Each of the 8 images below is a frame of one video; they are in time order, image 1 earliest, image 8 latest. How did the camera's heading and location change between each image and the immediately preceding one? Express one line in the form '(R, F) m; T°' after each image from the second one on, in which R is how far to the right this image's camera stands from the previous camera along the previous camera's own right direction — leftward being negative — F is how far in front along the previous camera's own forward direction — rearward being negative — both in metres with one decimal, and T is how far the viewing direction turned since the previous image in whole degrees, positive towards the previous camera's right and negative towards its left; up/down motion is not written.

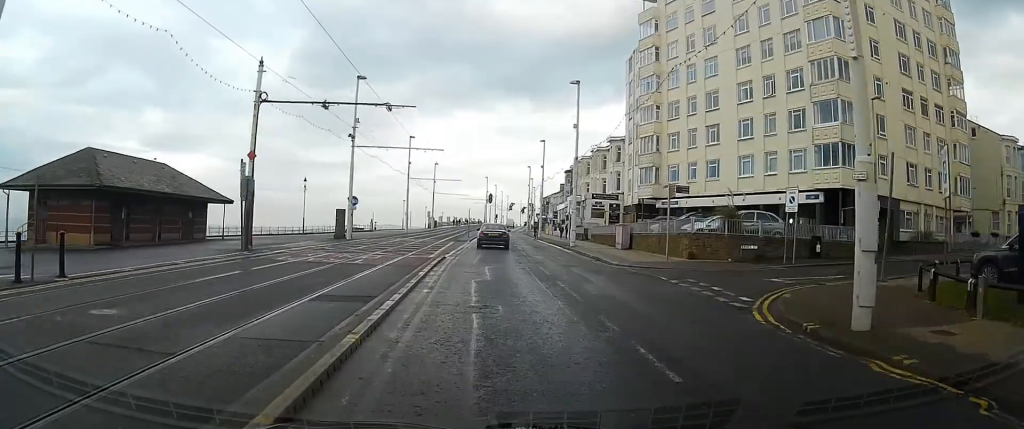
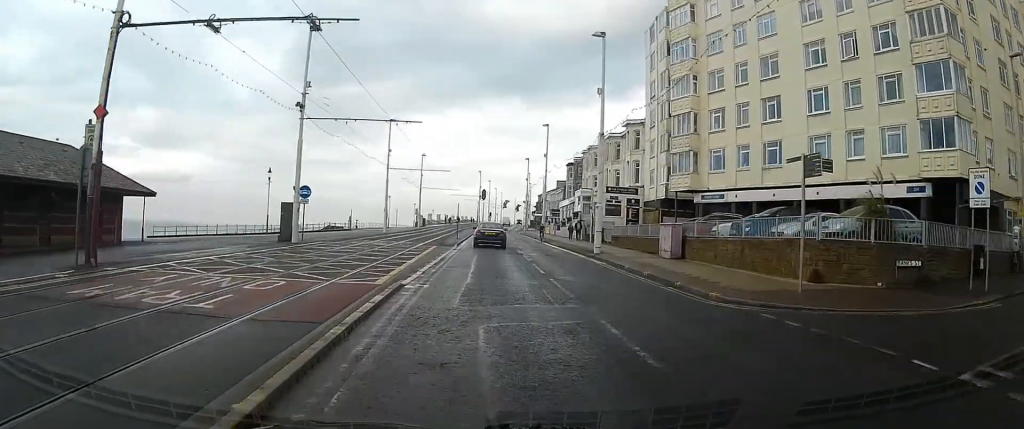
(+0.2, +11.2) m; +2°
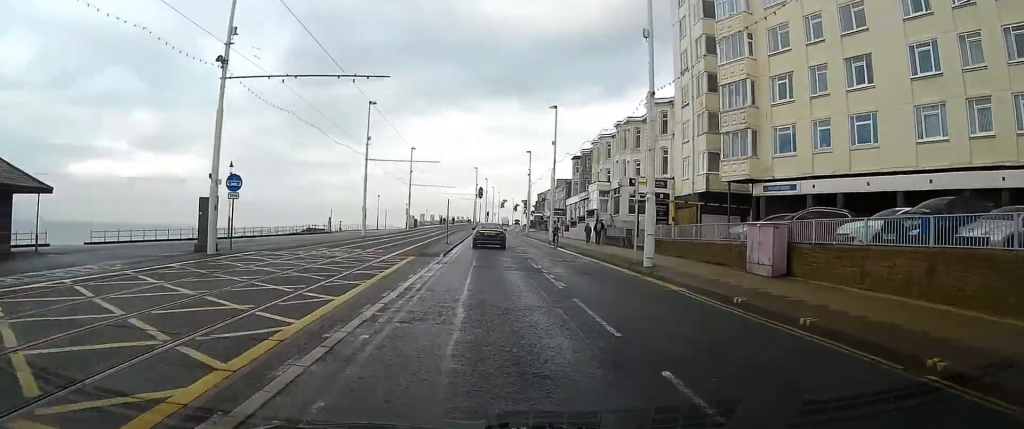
(+0.1, +10.1) m; +1°
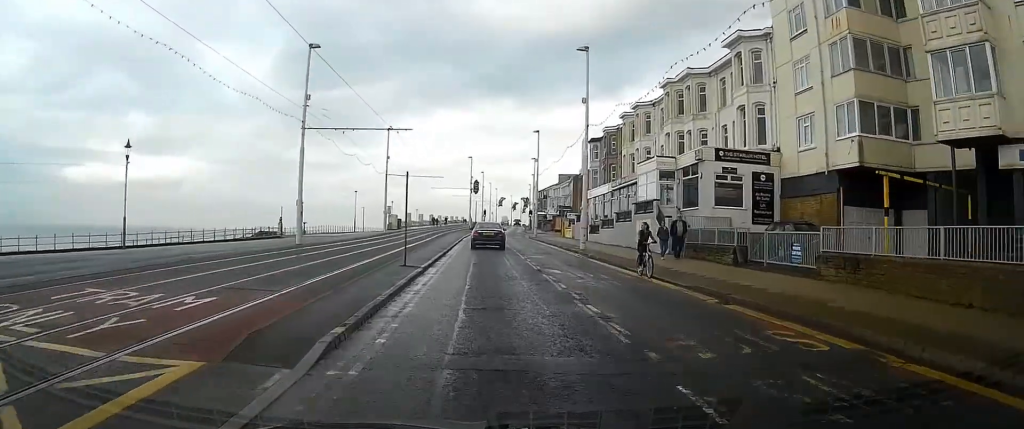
(+0.1, +18.2) m; +1°
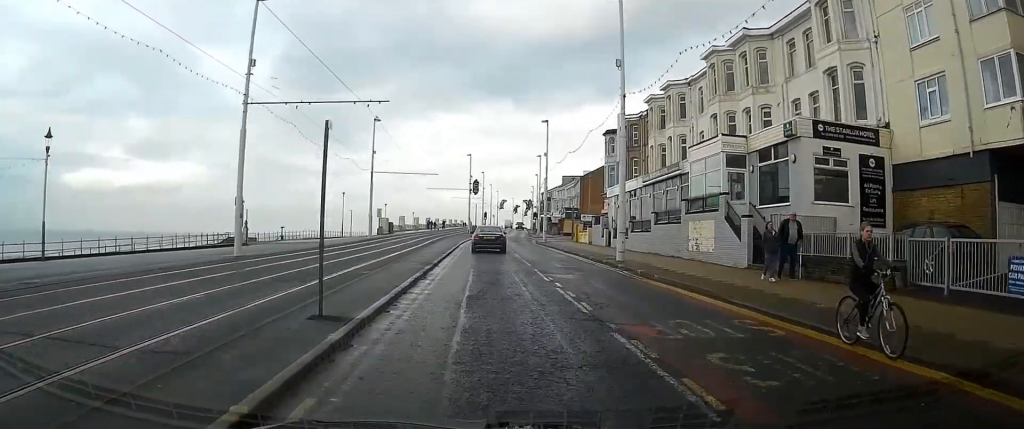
(0.0, +9.2) m; +1°
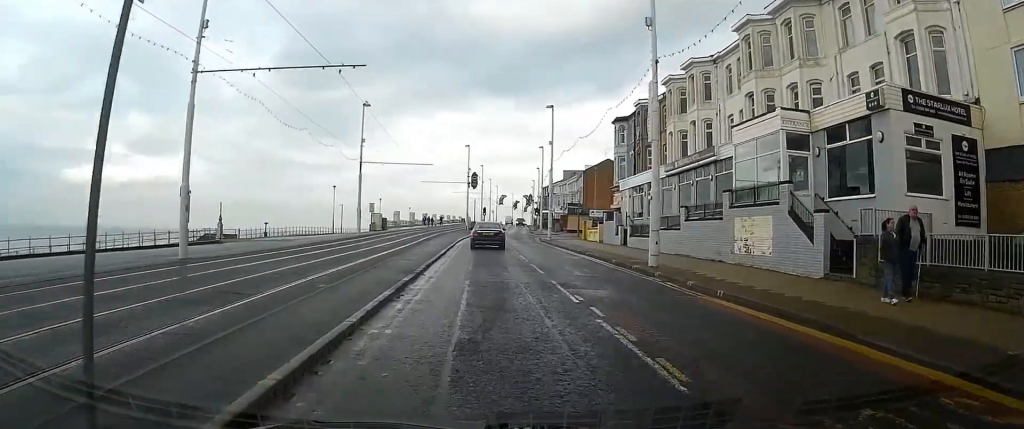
(+0.1, +5.1) m; 0°
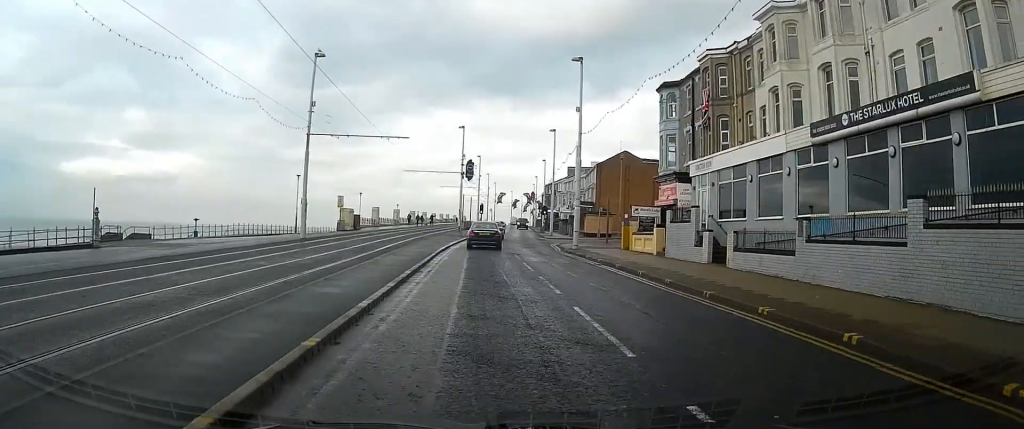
(-0.1, +16.1) m; 0°
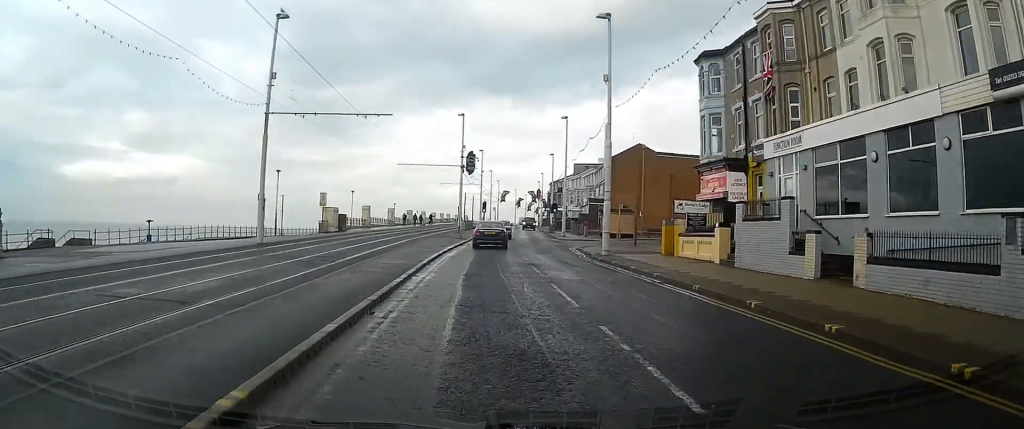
(+0.1, +8.1) m; +1°
